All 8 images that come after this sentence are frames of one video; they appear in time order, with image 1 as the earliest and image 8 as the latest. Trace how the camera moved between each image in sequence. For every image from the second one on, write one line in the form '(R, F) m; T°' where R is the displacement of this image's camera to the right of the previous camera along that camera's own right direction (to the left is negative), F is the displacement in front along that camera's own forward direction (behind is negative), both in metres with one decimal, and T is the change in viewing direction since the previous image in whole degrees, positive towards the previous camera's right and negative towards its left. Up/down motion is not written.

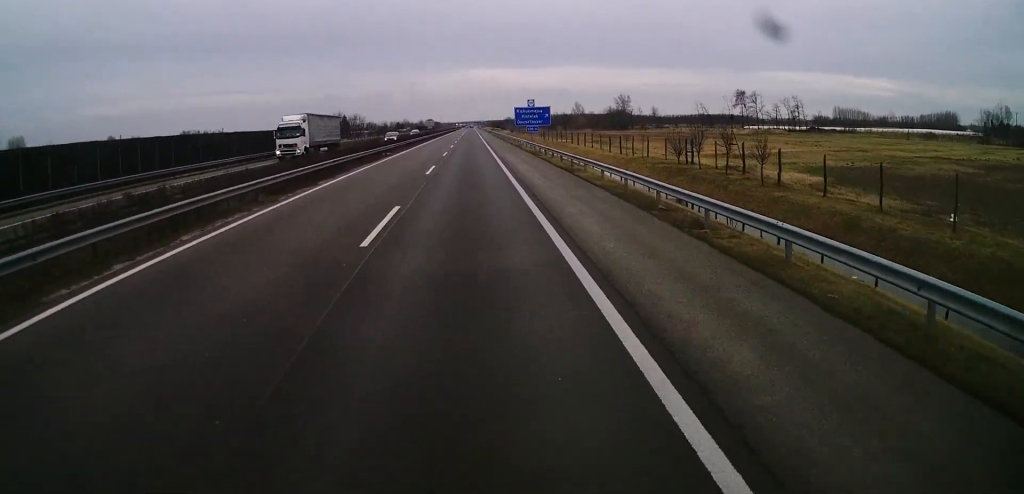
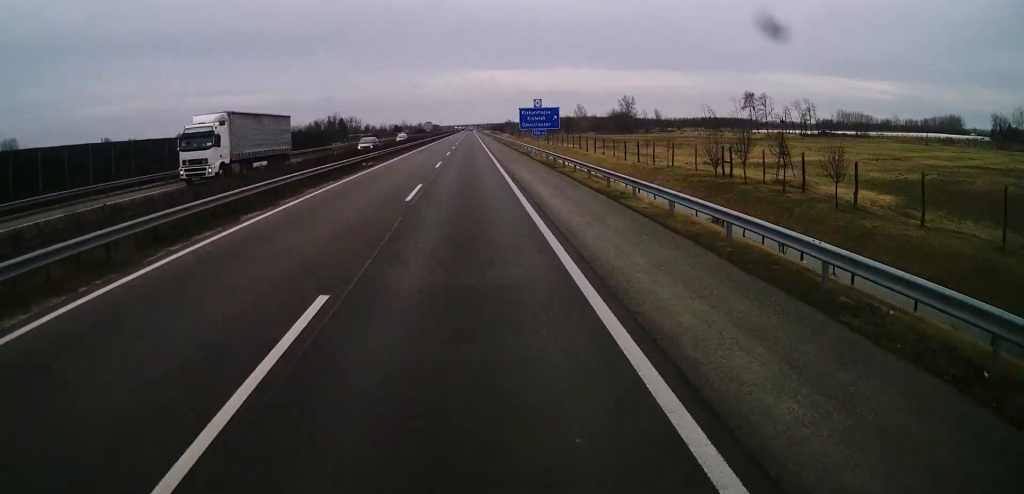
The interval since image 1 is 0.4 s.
(+0.1, +9.3) m; 0°
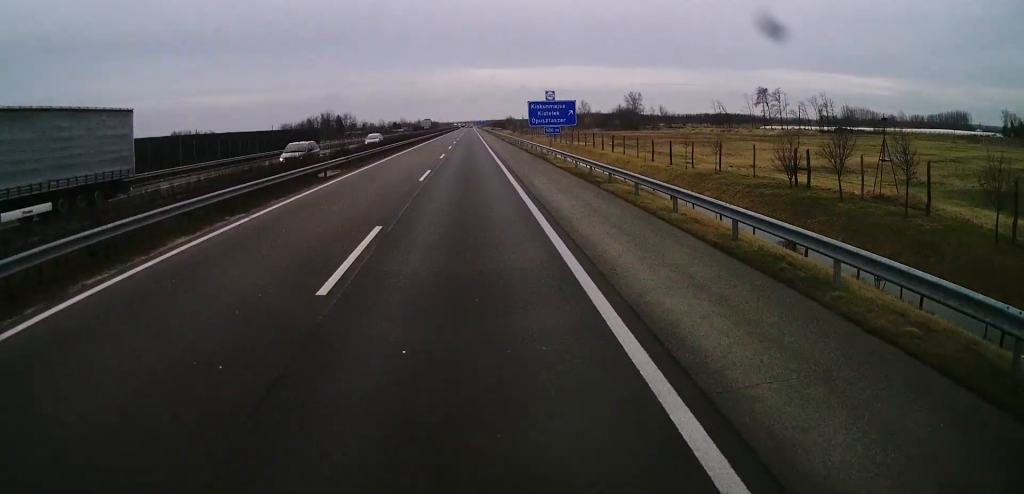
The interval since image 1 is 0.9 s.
(+0.1, +12.5) m; 0°
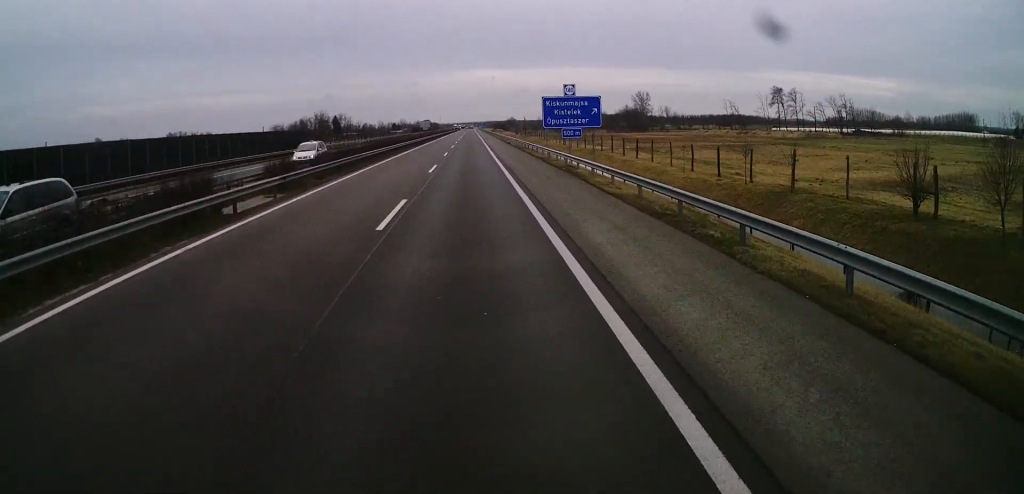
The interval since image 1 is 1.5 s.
(+0.1, +12.5) m; 0°
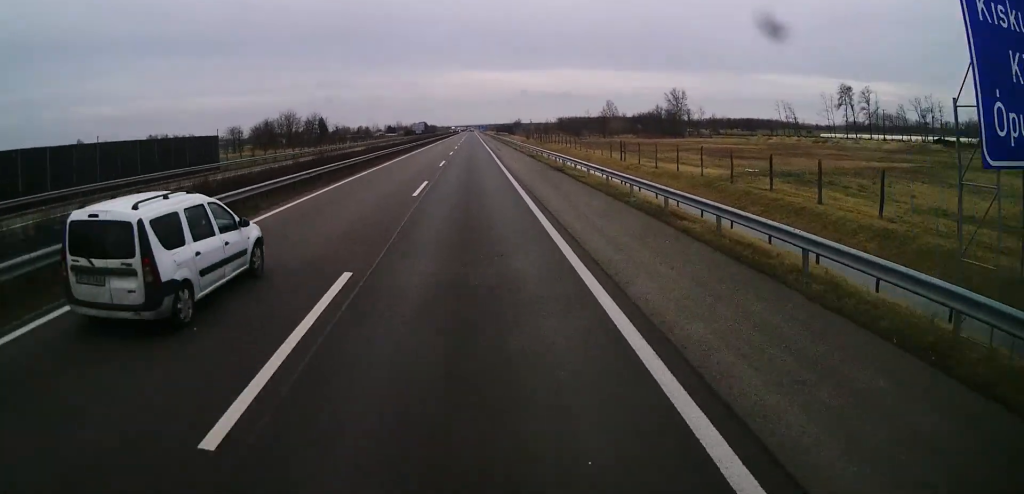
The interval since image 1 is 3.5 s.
(-0.6, +46.2) m; -1°
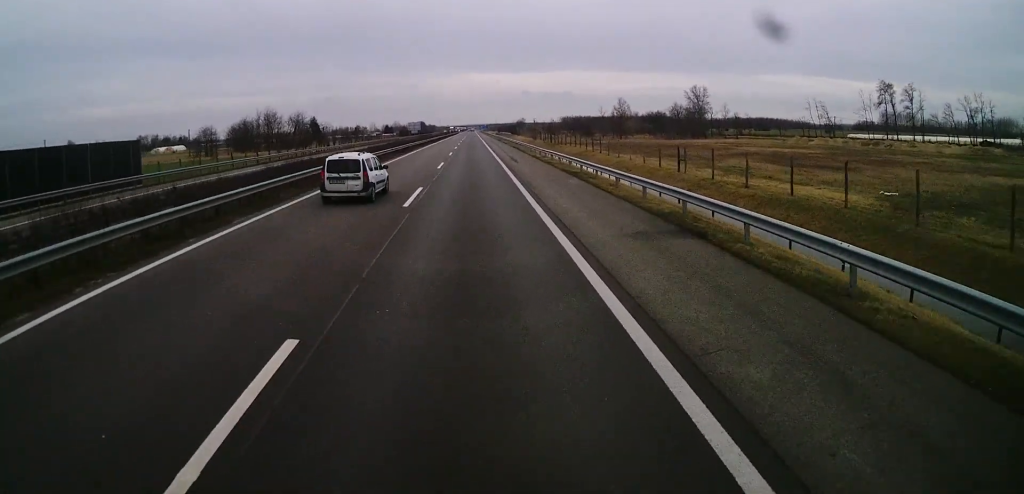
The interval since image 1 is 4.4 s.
(0.0, +21.6) m; 0°
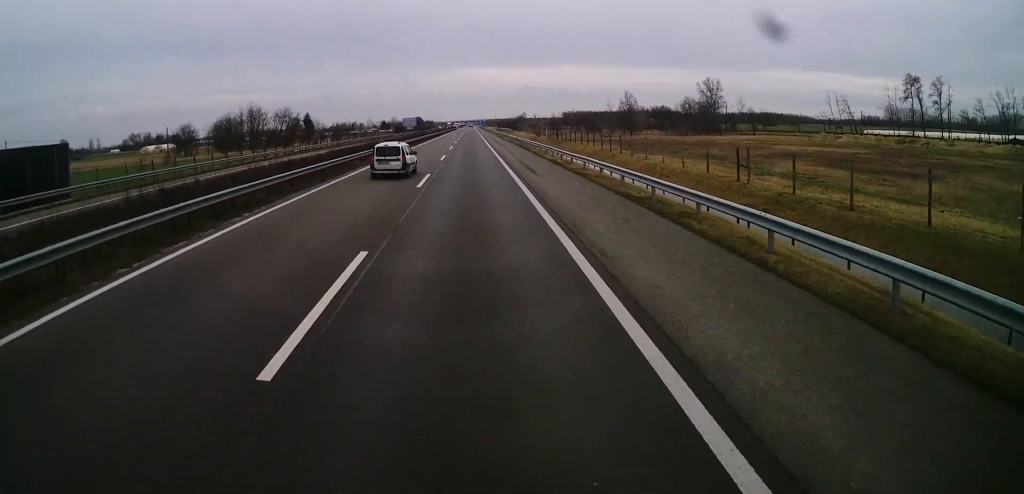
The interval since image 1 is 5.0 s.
(0.0, +13.1) m; 0°
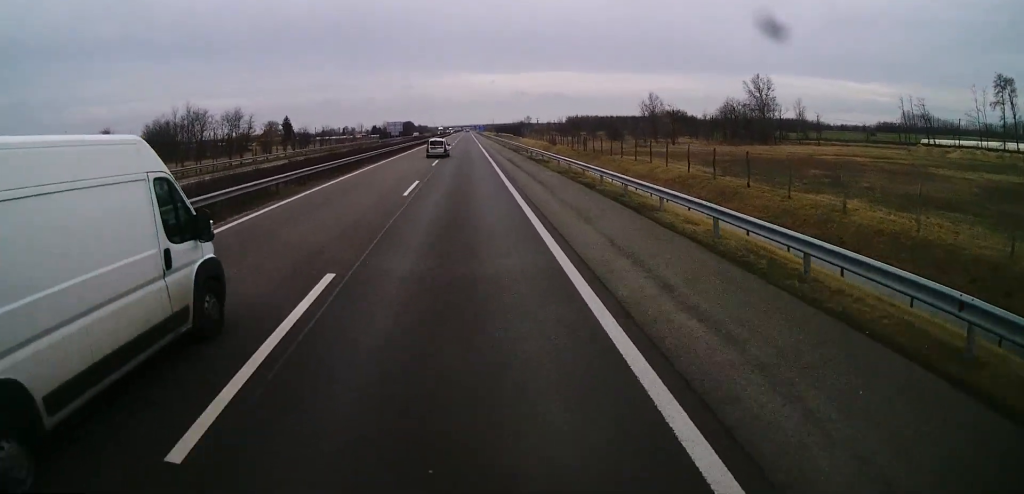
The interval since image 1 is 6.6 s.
(+0.5, +37.8) m; 0°
